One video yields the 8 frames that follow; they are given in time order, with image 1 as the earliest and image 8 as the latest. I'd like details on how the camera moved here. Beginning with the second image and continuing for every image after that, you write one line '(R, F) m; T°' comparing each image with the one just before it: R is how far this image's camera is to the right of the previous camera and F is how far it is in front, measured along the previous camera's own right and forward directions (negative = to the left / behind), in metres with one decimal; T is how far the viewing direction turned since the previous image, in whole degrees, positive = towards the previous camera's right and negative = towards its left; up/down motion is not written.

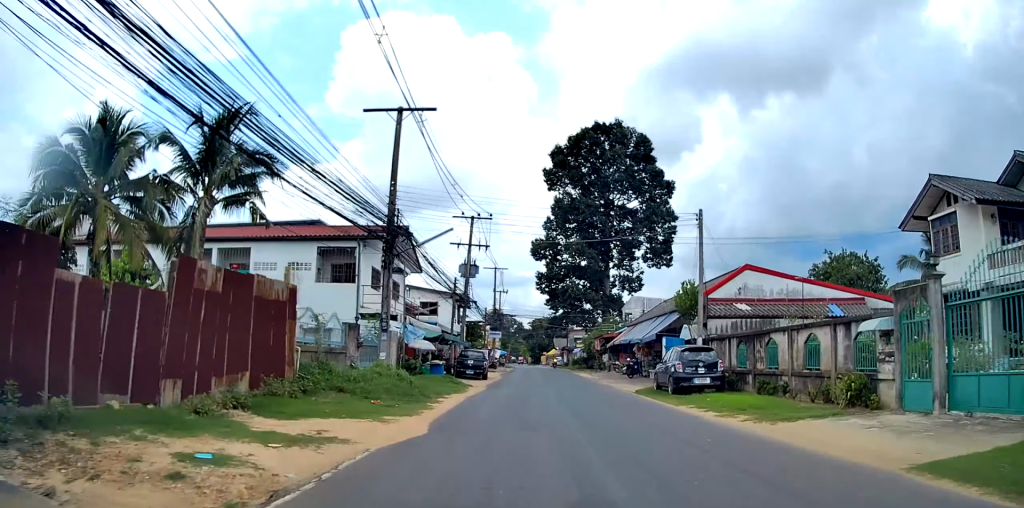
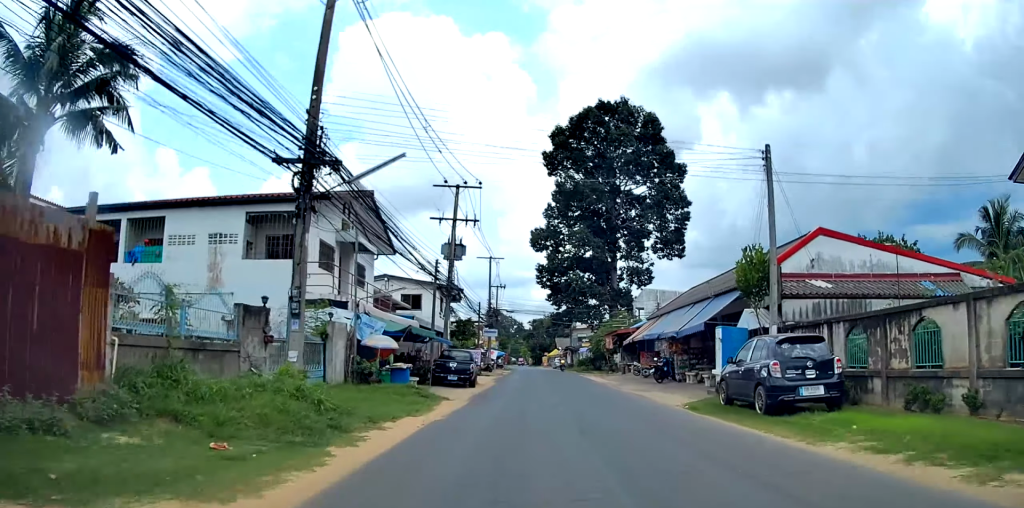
(0.0, +7.6) m; 0°
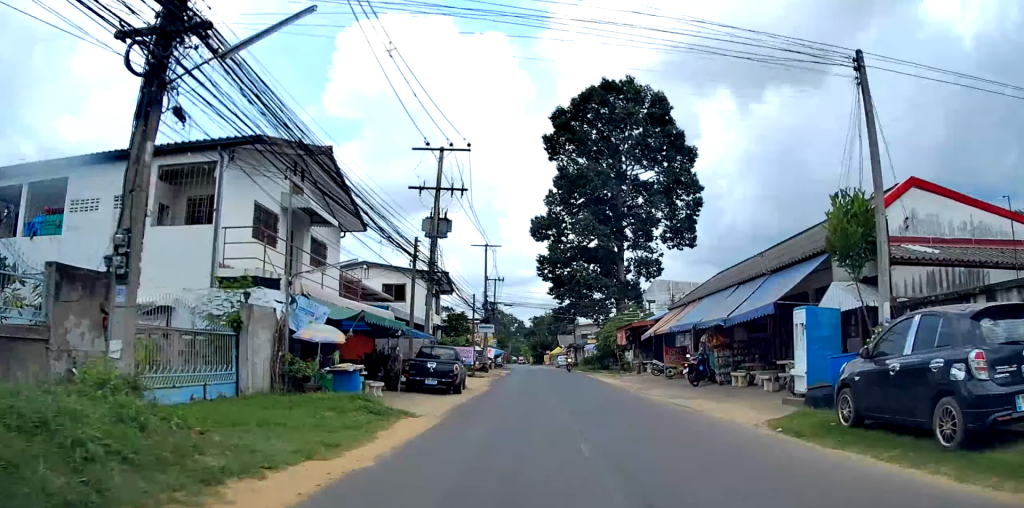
(0.0, +5.2) m; 0°
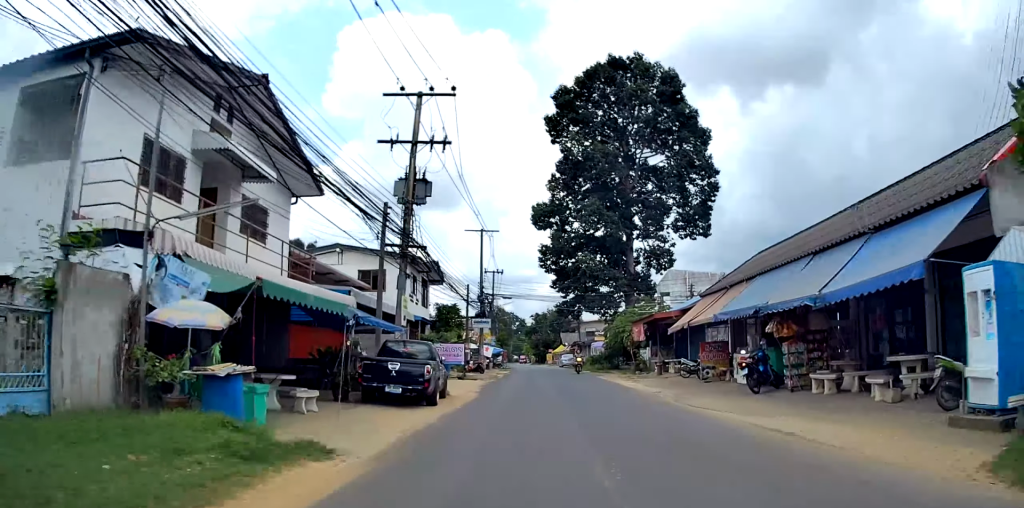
(0.0, +5.6) m; 0°
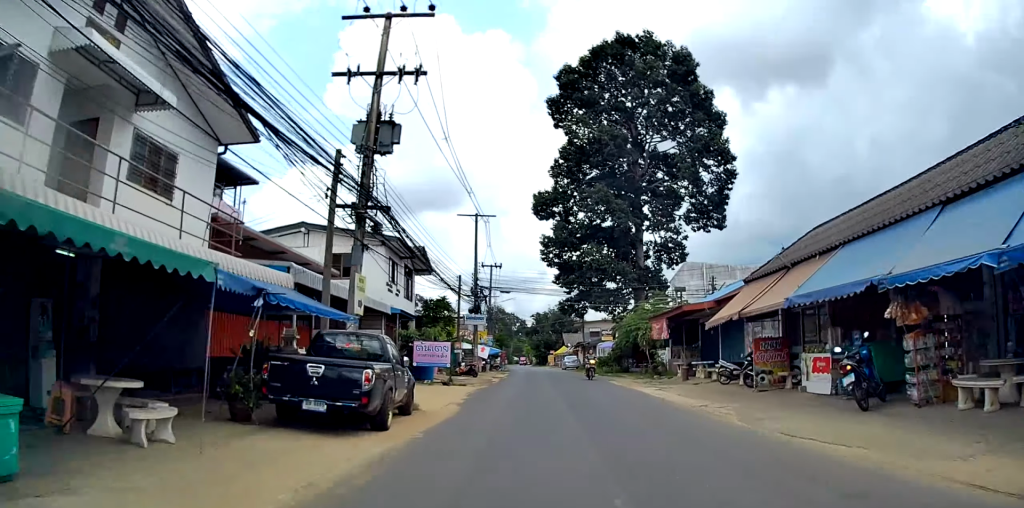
(0.0, +5.3) m; 0°
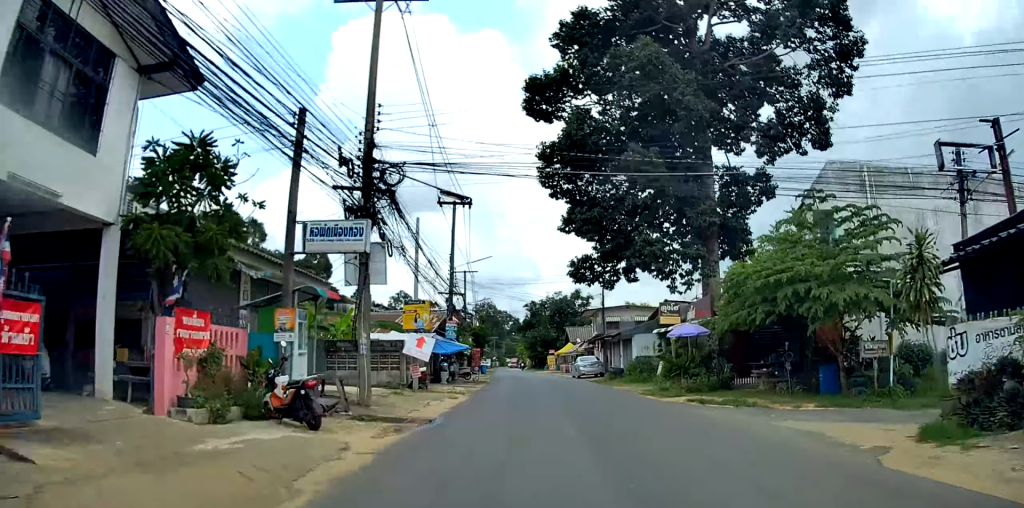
(-0.1, +26.1) m; +1°
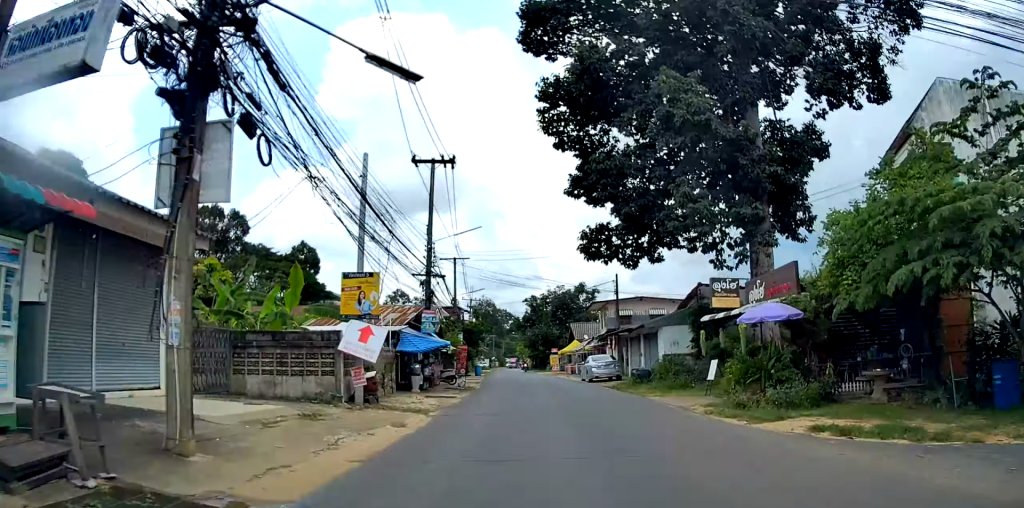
(+0.1, +7.9) m; 0°
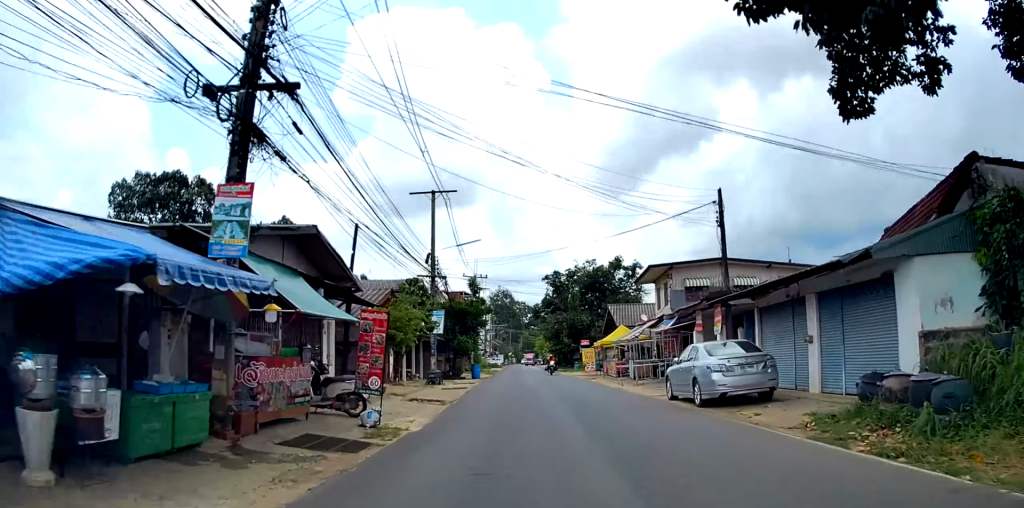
(-0.3, +20.5) m; 0°
